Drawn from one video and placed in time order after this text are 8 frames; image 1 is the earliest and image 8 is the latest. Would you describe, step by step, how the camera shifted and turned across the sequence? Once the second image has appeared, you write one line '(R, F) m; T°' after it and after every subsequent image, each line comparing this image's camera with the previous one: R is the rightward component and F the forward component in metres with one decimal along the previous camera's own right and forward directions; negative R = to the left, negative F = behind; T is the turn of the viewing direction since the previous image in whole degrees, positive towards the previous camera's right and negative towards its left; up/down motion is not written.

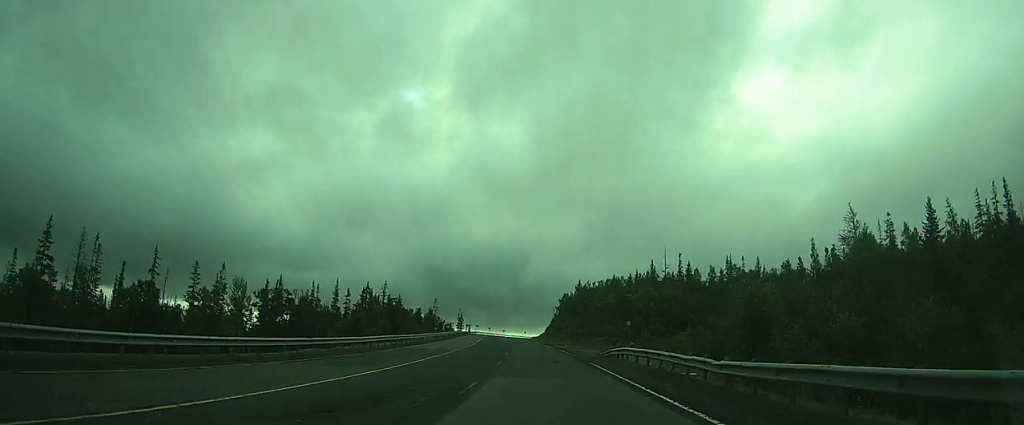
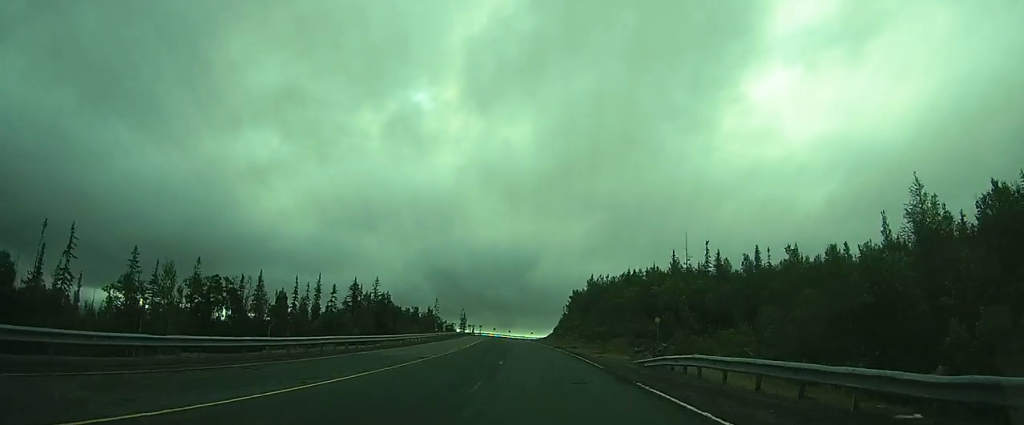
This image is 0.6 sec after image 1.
(+0.1, +9.8) m; +2°
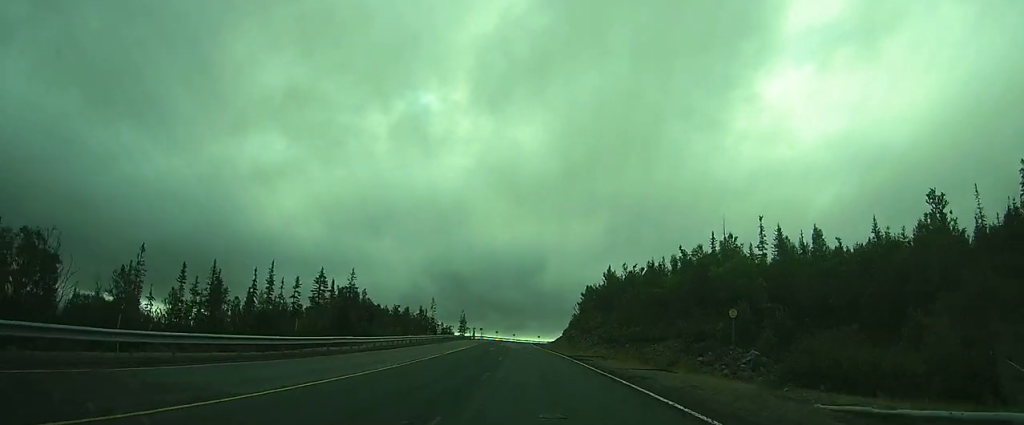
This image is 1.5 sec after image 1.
(+0.5, +15.9) m; +2°
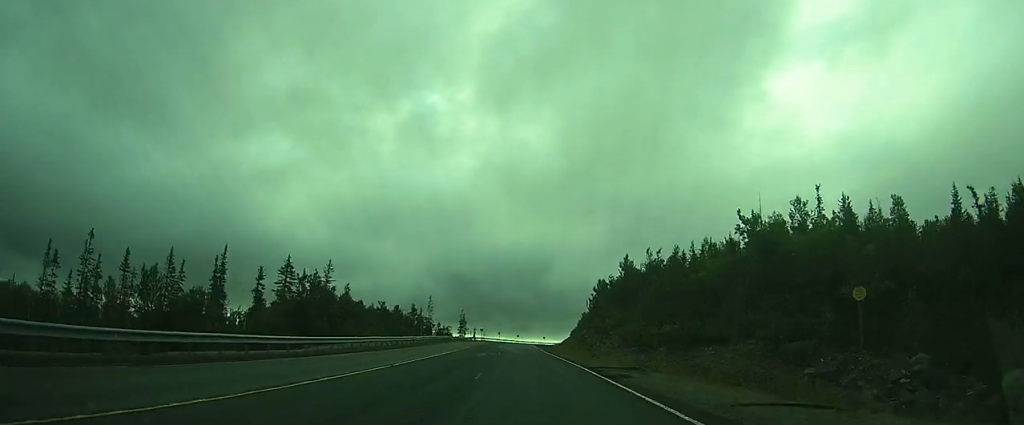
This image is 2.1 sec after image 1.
(+0.1, +11.4) m; +1°
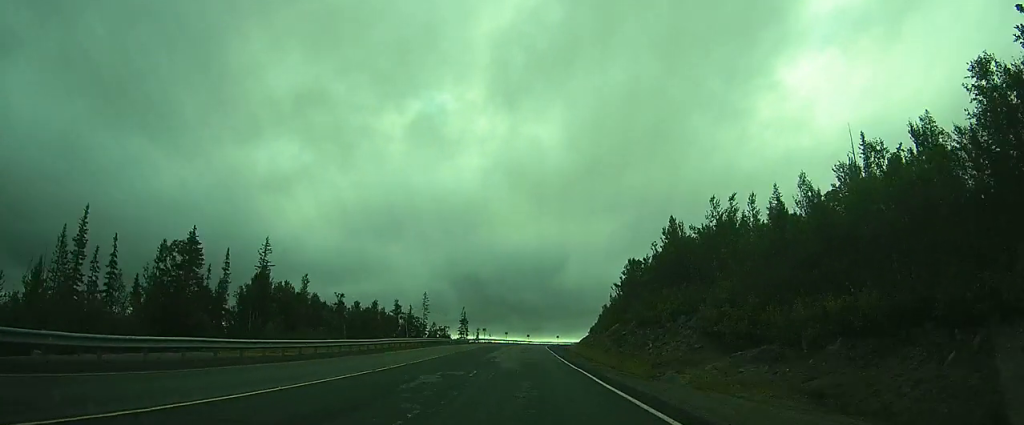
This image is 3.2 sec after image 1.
(0.0, +20.0) m; 0°
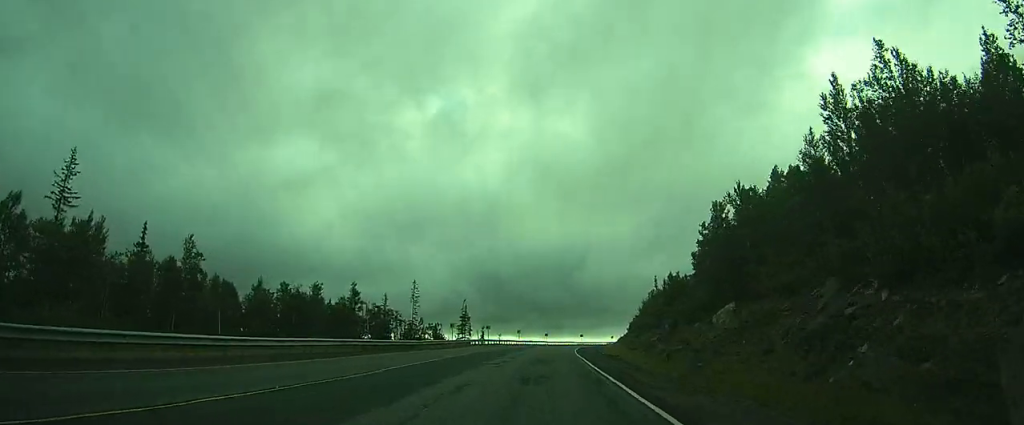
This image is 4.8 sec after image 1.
(+0.6, +28.6) m; +2°
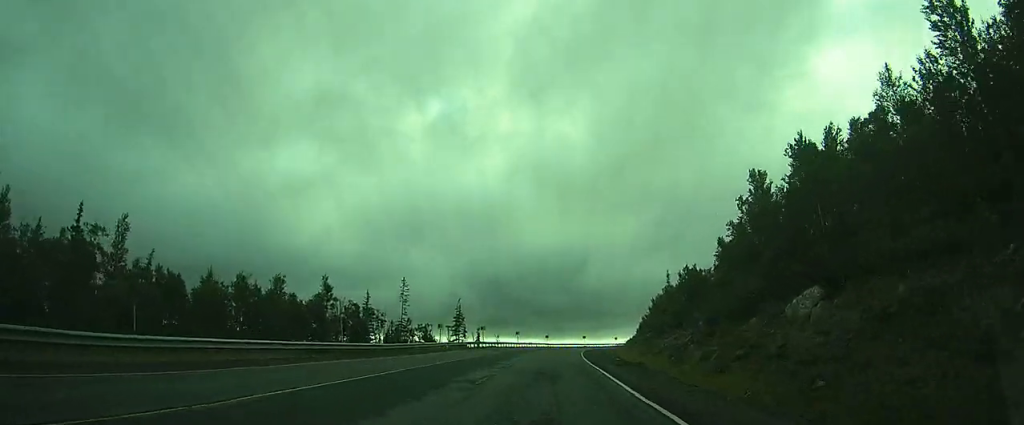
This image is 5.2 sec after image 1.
(0.0, +8.4) m; 0°
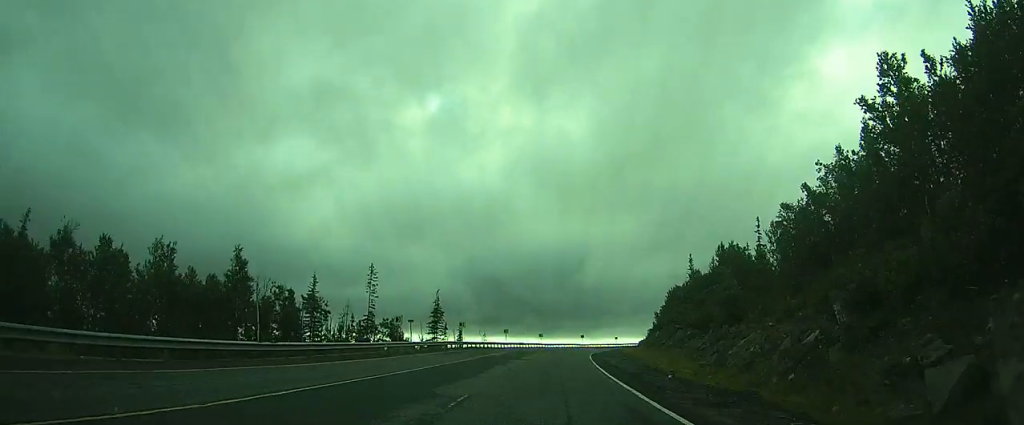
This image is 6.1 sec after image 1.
(0.0, +15.5) m; 0°
